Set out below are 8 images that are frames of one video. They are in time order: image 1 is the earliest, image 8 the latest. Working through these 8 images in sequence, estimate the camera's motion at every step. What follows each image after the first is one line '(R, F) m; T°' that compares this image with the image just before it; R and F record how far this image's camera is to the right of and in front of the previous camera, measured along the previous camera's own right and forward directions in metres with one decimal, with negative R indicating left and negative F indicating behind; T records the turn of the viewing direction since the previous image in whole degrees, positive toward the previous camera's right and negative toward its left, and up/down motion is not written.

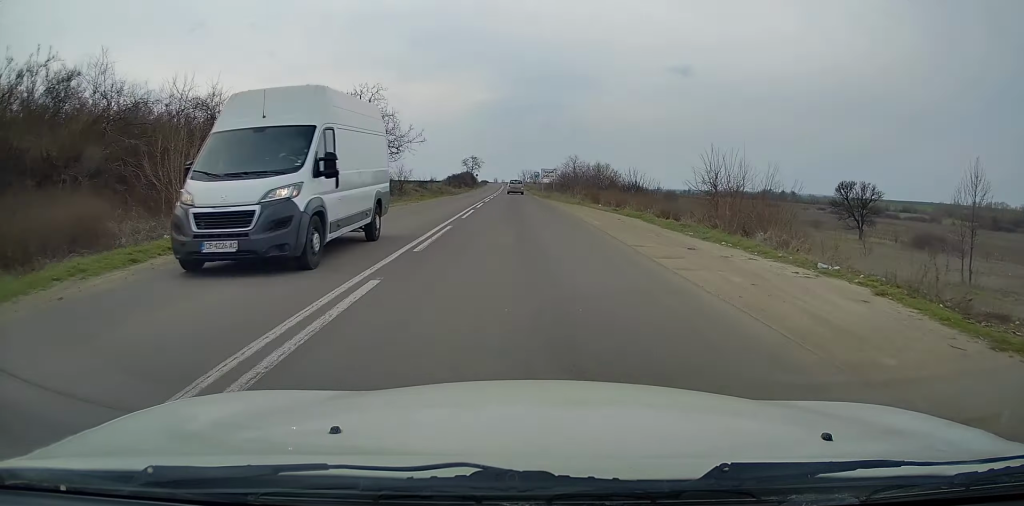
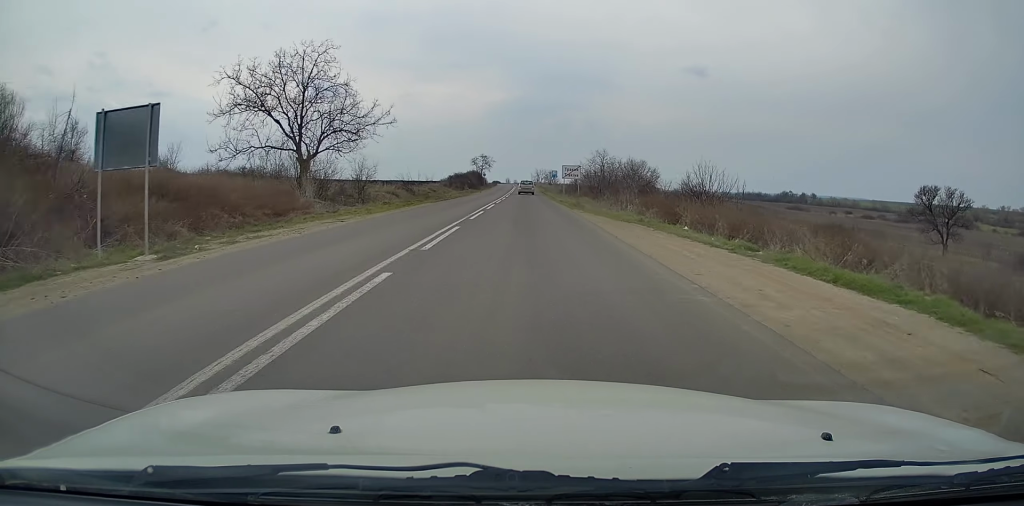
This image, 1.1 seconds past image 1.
(0.0, +18.2) m; -1°
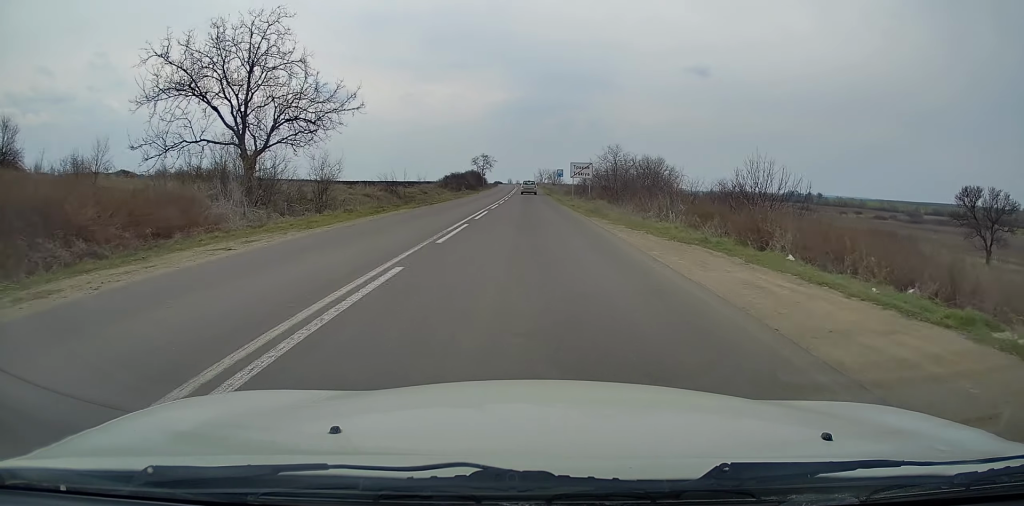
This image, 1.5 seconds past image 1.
(-0.1, +8.2) m; -1°
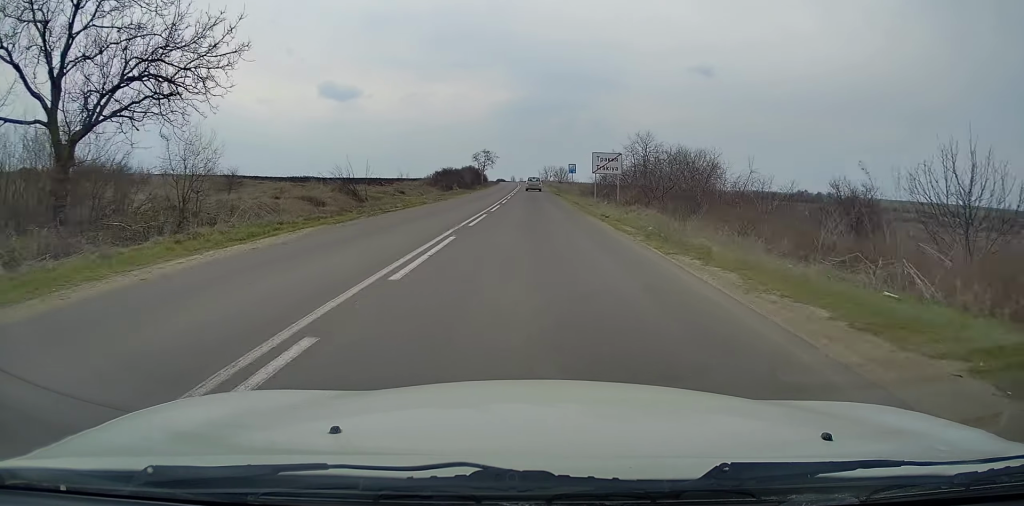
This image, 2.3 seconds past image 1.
(-0.2, +13.7) m; -1°
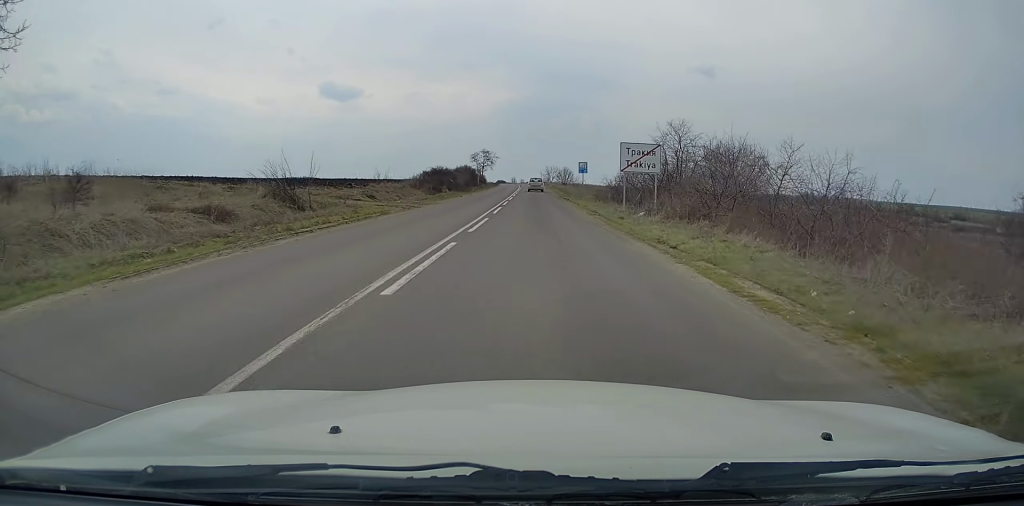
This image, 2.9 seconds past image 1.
(0.0, +10.5) m; 0°
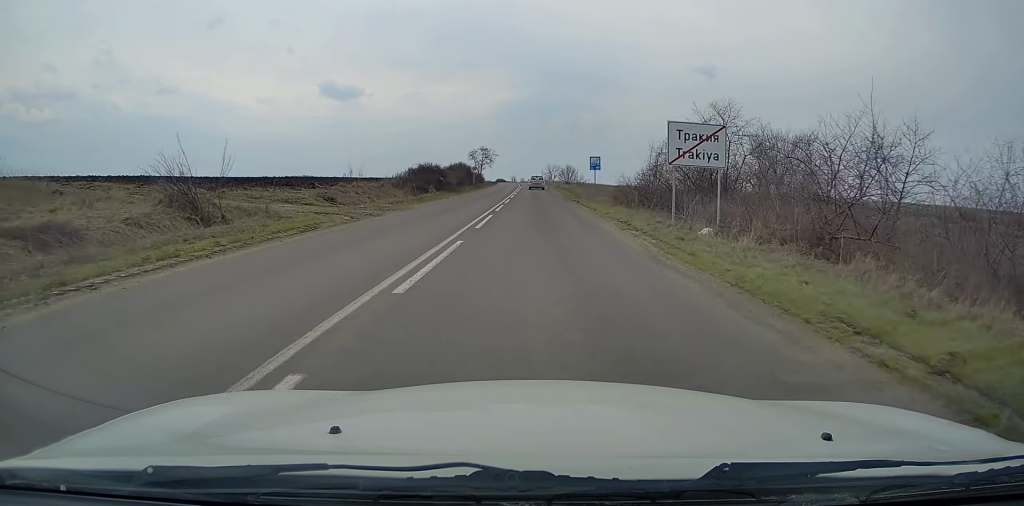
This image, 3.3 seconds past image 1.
(0.0, +8.7) m; 0°
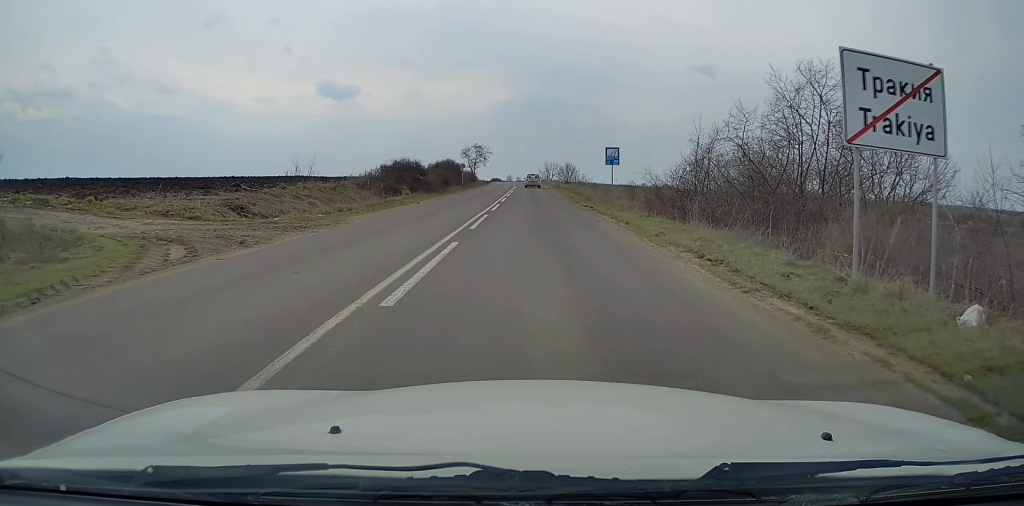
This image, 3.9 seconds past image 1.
(0.0, +10.4) m; 0°
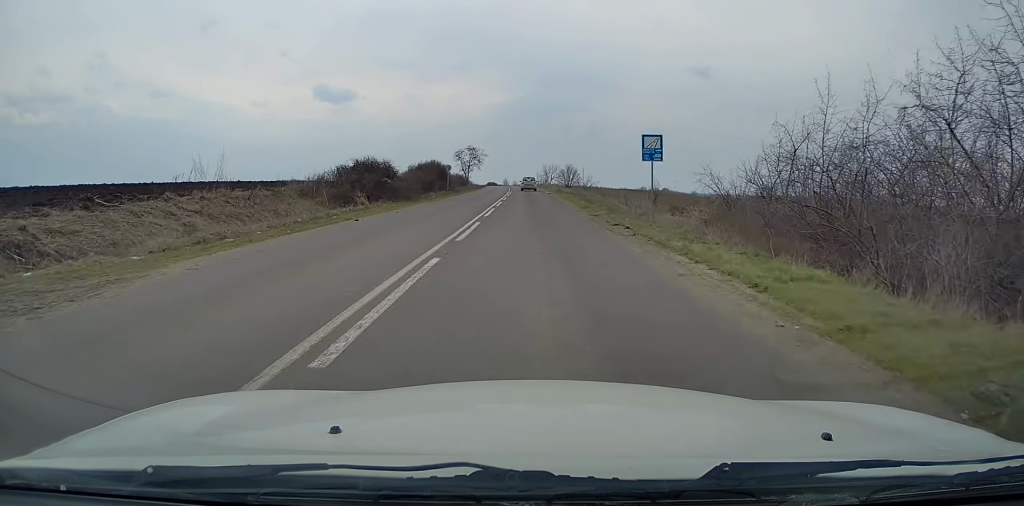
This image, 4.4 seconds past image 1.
(0.0, +11.2) m; 0°
